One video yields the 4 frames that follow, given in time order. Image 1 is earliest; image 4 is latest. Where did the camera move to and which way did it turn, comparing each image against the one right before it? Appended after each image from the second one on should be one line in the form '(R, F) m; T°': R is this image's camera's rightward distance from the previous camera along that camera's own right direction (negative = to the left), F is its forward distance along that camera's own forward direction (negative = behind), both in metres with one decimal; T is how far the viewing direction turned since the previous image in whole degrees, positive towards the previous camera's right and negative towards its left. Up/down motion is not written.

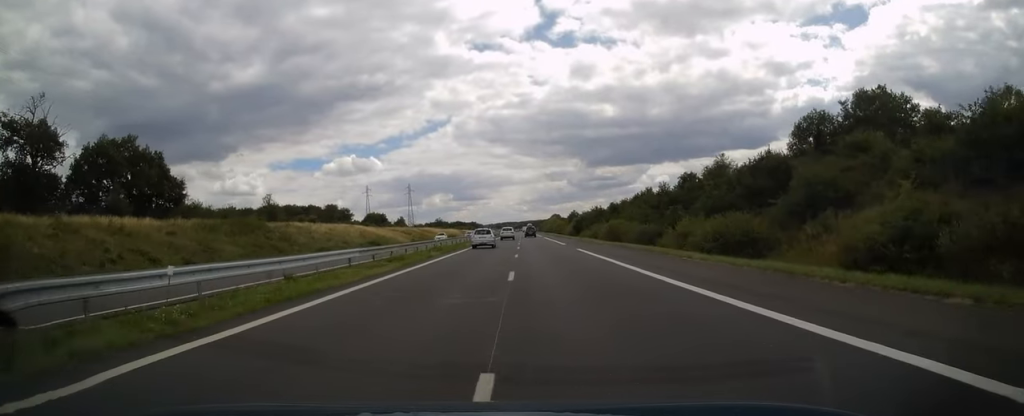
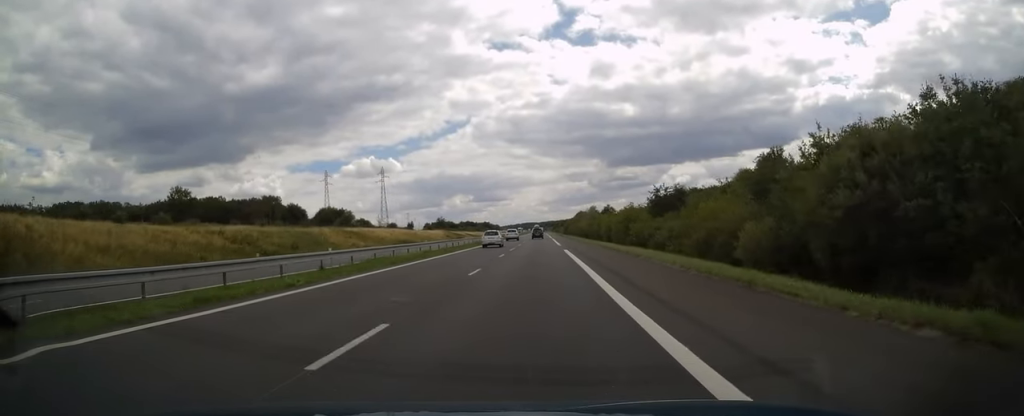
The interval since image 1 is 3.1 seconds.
(-0.3, +101.7) m; -1°
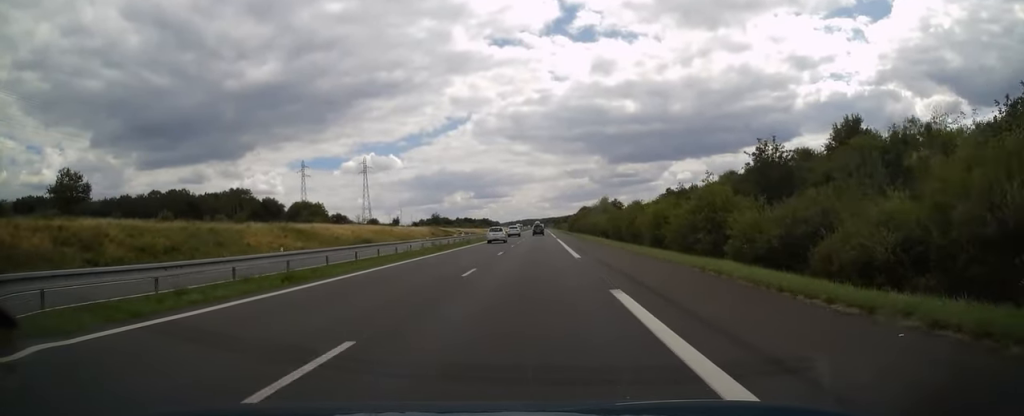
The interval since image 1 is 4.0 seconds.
(-0.2, +27.8) m; -1°
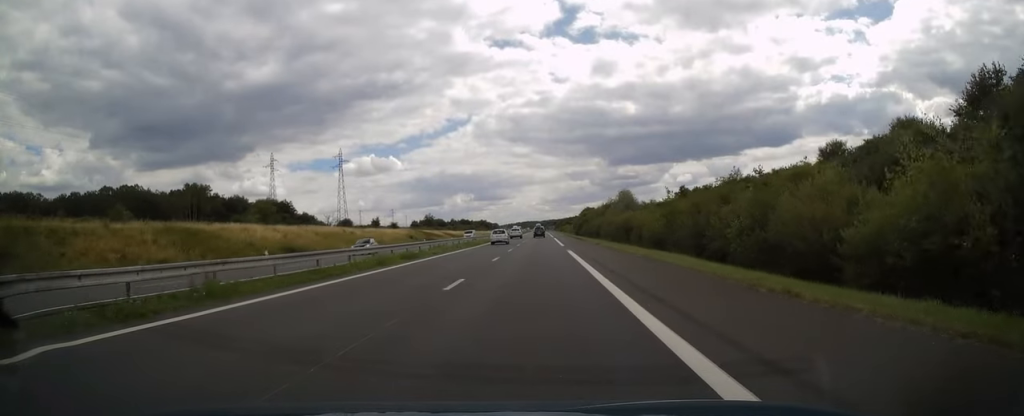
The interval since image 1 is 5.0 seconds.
(-0.1, +29.5) m; 0°
